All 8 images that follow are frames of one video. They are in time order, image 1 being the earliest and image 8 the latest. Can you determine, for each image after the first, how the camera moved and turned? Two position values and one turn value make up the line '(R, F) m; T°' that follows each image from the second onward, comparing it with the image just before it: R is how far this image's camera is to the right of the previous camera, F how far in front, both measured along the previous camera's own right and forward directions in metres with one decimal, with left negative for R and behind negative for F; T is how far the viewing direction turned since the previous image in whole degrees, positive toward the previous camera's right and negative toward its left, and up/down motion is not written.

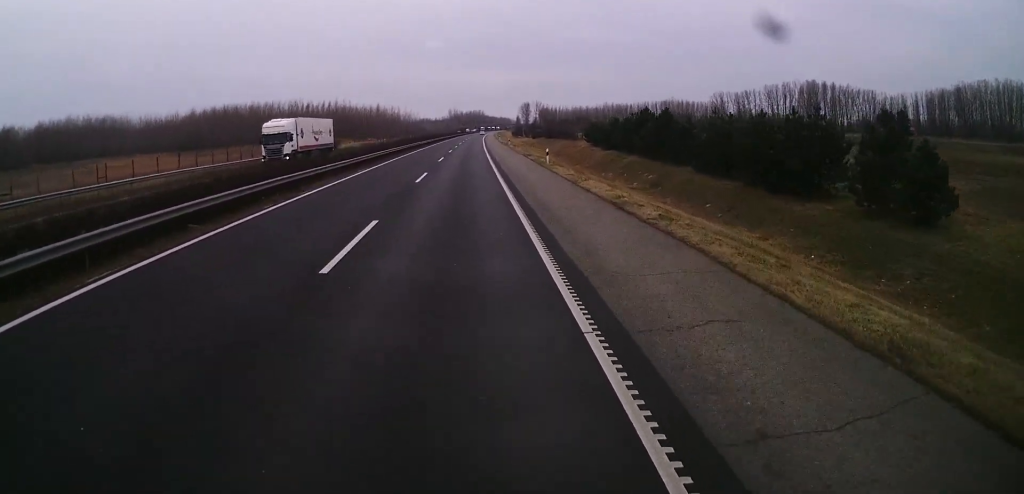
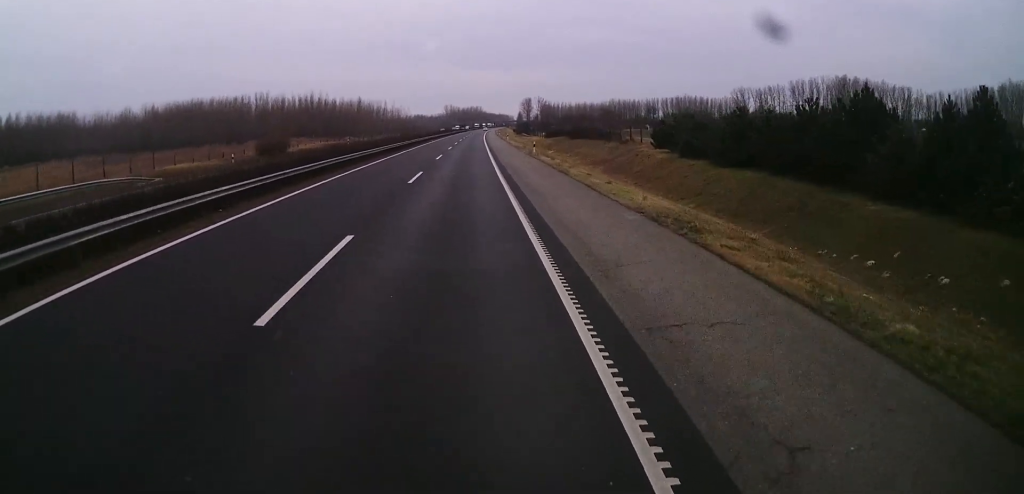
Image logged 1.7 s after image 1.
(0.0, +40.0) m; 0°
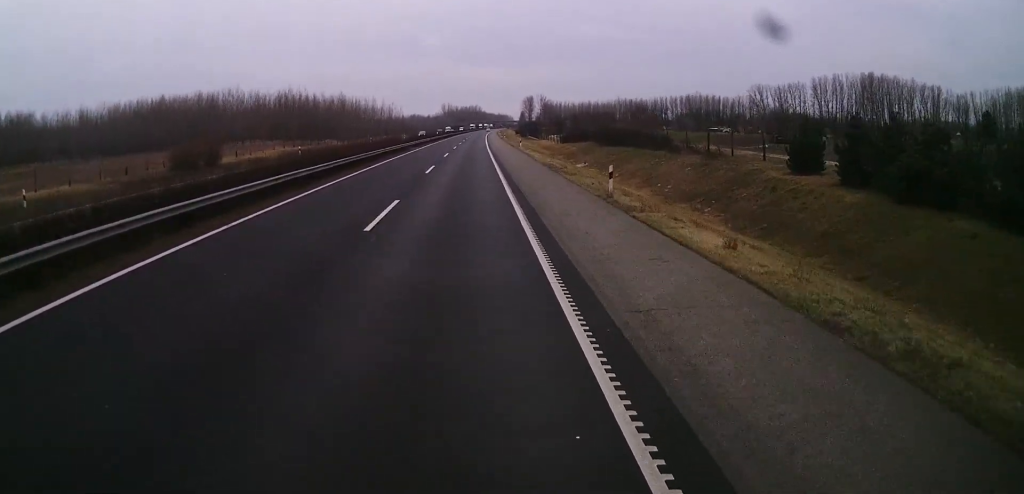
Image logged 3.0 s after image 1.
(0.0, +29.3) m; 0°
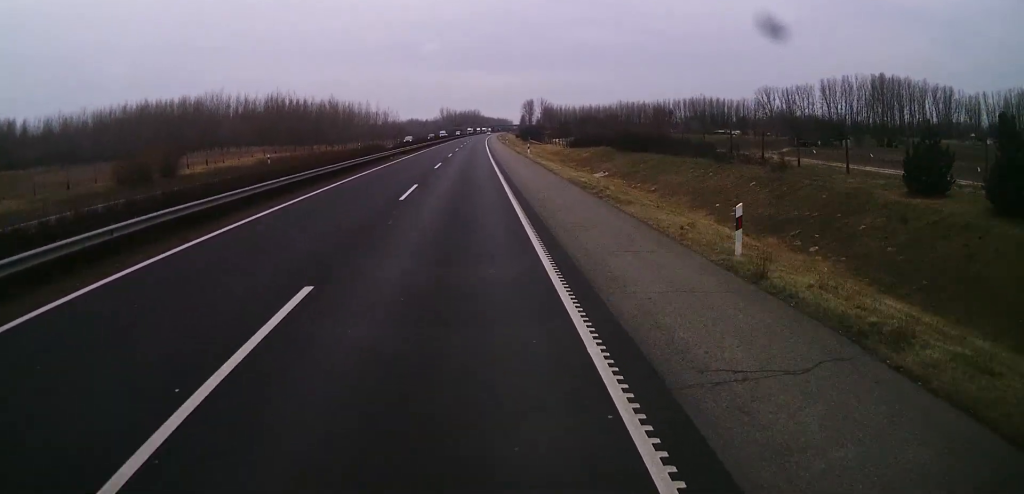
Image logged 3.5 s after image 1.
(0.0, +11.6) m; 0°
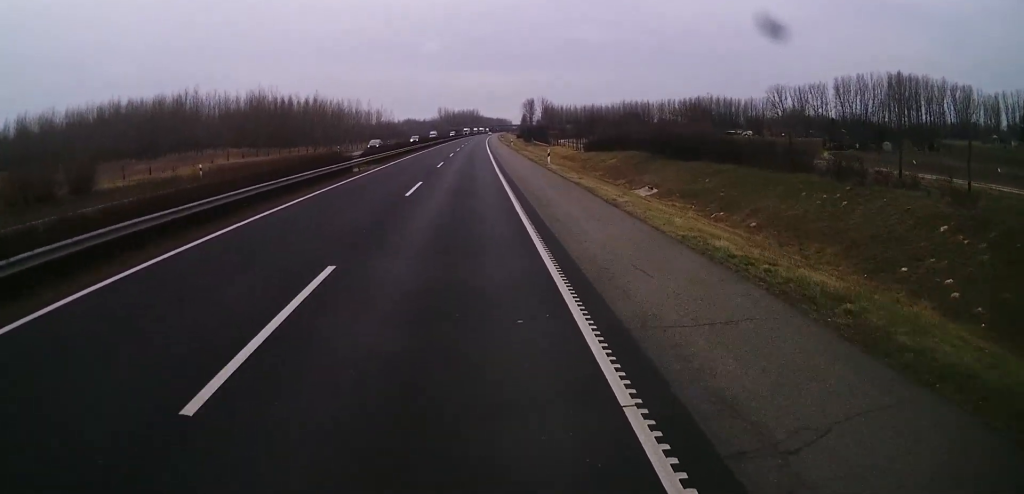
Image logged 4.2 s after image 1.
(-0.1, +17.0) m; +1°
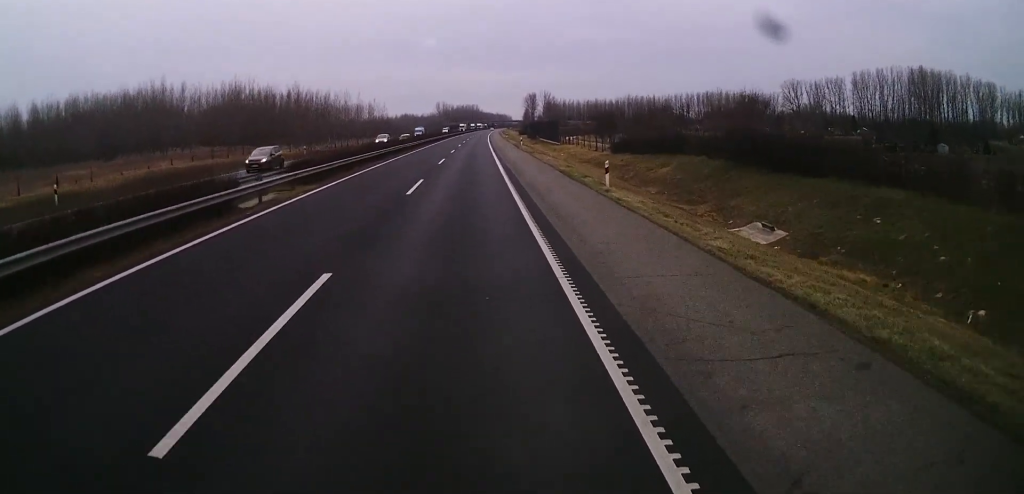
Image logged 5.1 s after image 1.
(+0.3, +19.3) m; 0°
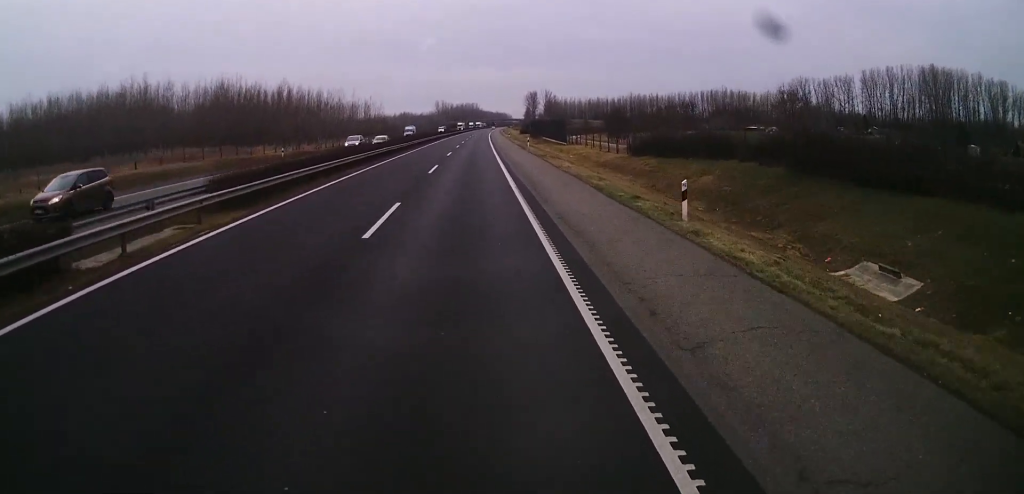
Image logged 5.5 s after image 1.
(0.0, +9.3) m; 0°
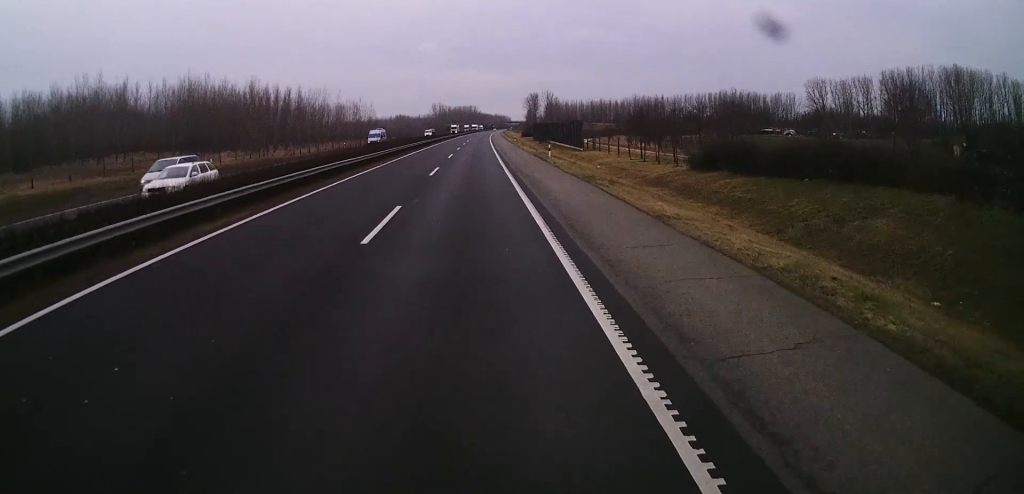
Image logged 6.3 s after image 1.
(-0.2, +19.4) m; 0°
